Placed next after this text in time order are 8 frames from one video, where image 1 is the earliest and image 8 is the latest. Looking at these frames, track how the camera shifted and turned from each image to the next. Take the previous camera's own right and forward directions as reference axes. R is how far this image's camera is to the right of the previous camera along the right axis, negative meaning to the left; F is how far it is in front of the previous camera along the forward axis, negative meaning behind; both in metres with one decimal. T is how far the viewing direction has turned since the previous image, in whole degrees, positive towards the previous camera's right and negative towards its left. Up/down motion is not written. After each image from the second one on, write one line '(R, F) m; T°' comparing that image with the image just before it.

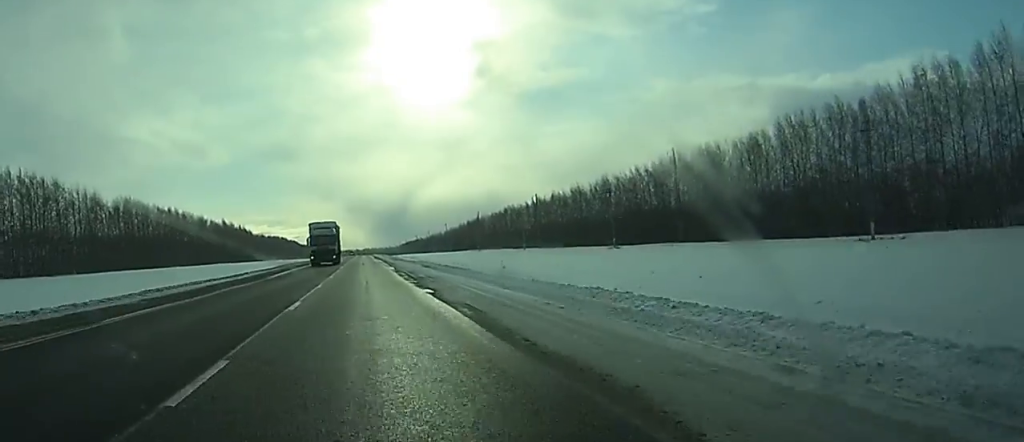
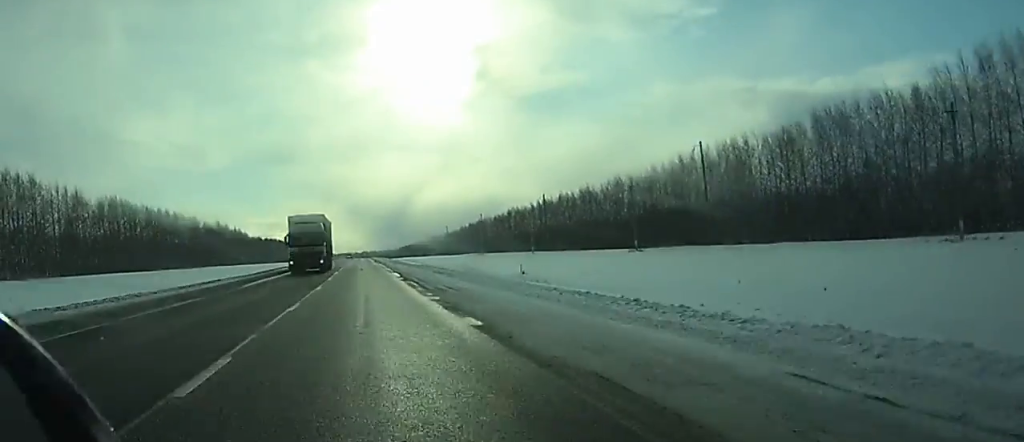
(-0.1, +11.8) m; 0°
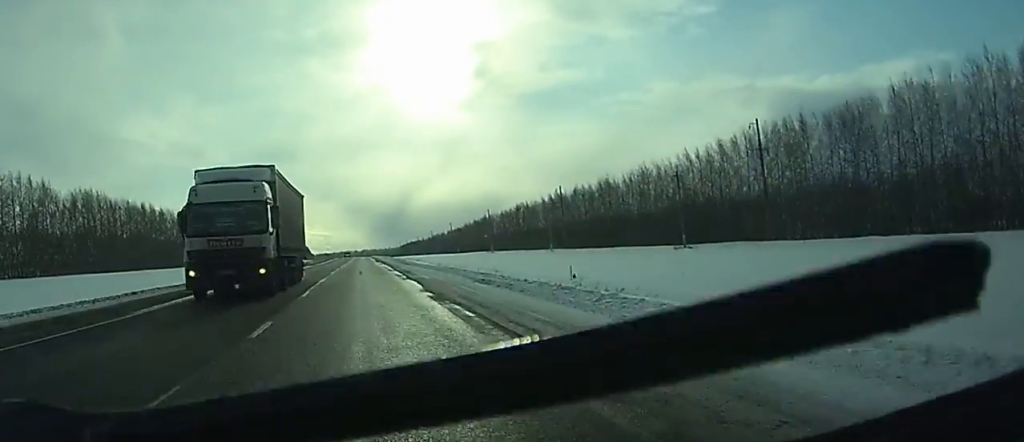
(+0.2, +19.0) m; +1°
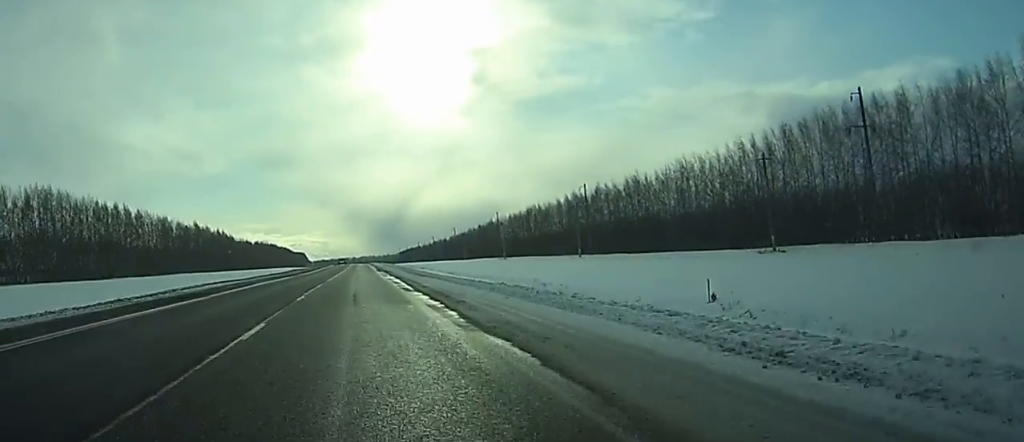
(+0.2, +24.3) m; +1°
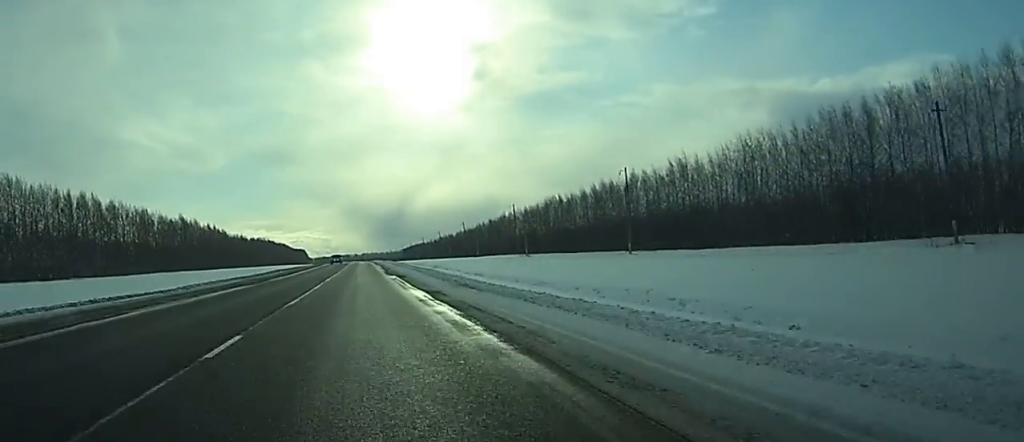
(+0.1, +26.8) m; 0°
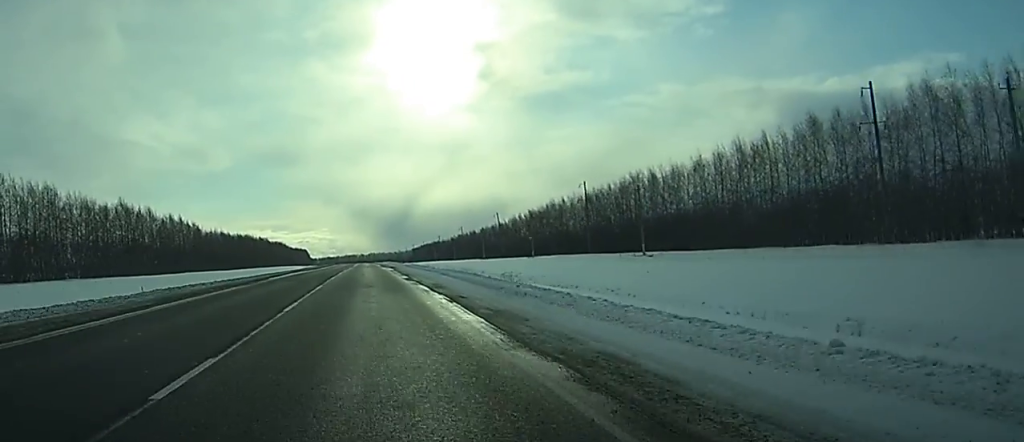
(-0.5, +74.4) m; -1°
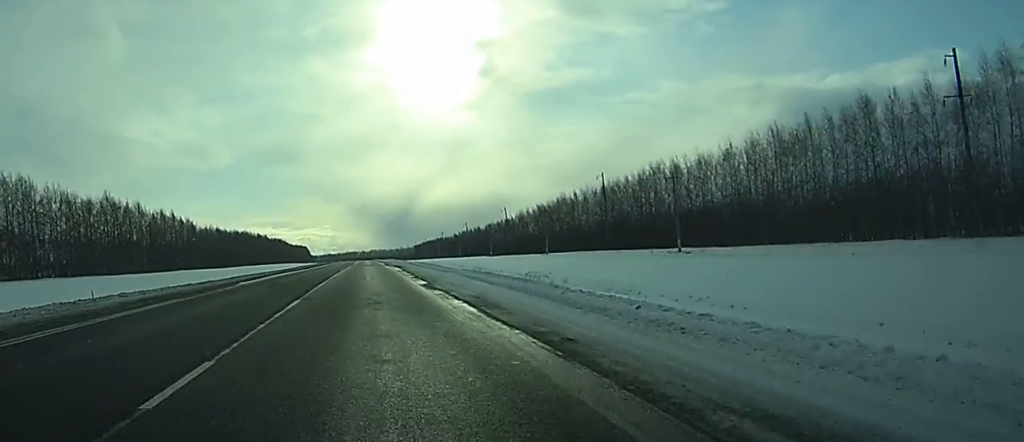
(-0.1, +12.4) m; 0°
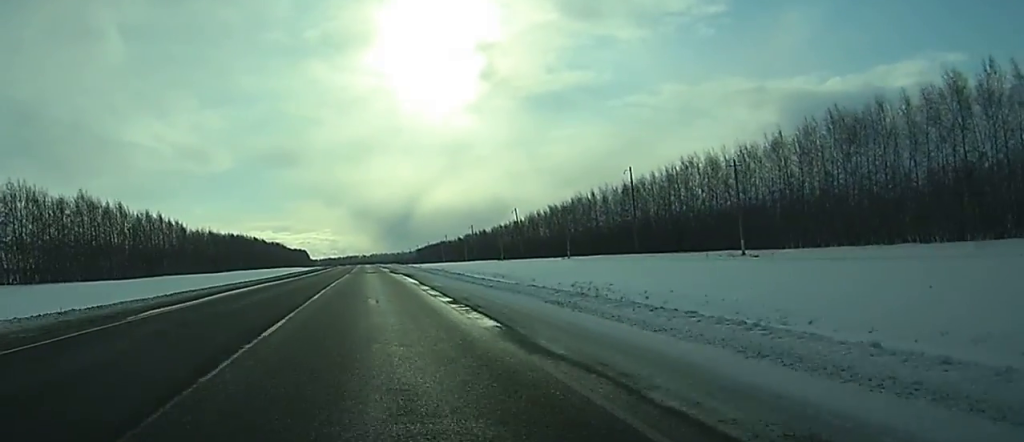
(+0.1, +16.9) m; 0°
